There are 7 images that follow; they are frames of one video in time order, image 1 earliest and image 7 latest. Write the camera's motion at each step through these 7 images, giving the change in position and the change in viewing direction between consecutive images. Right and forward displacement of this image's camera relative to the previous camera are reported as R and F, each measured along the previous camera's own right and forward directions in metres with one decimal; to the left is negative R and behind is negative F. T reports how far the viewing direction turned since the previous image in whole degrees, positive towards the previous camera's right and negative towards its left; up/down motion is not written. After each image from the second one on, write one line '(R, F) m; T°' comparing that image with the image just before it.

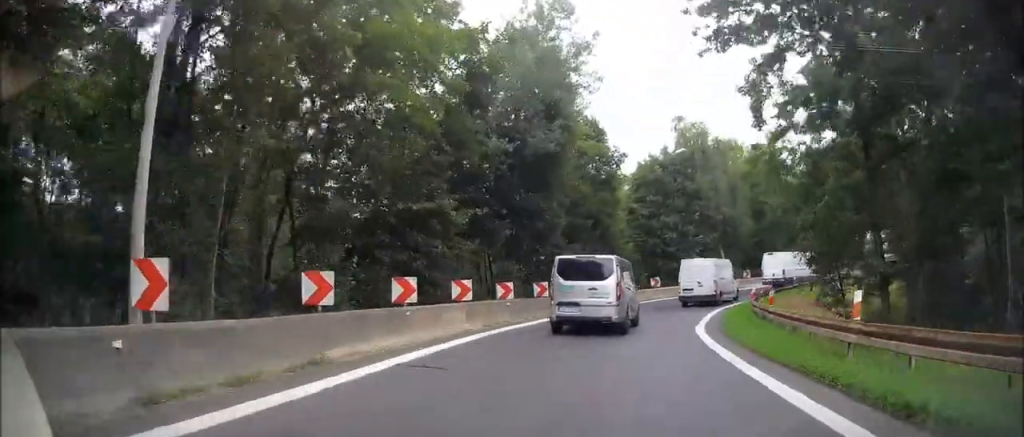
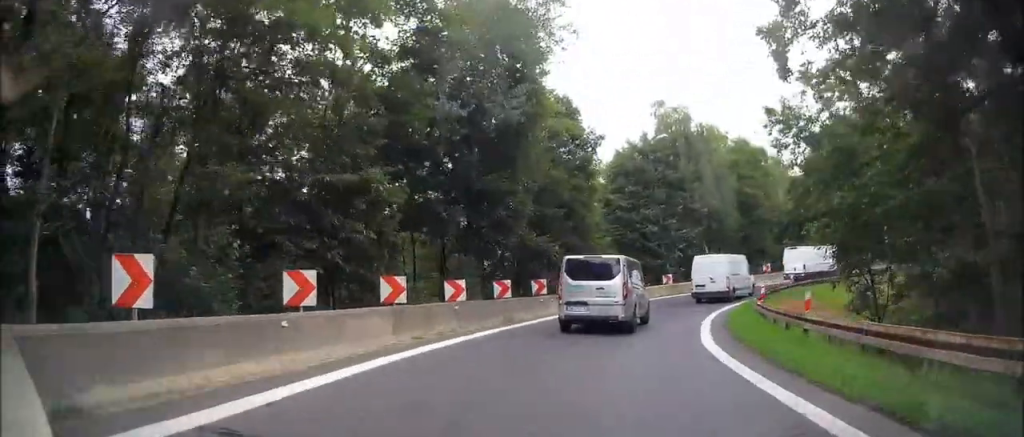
(0.0, +4.5) m; +7°
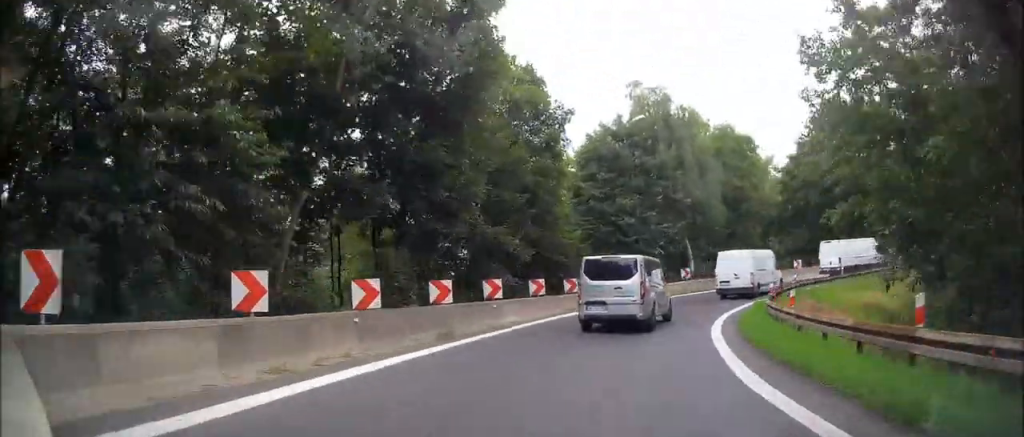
(+0.7, +5.1) m; +6°
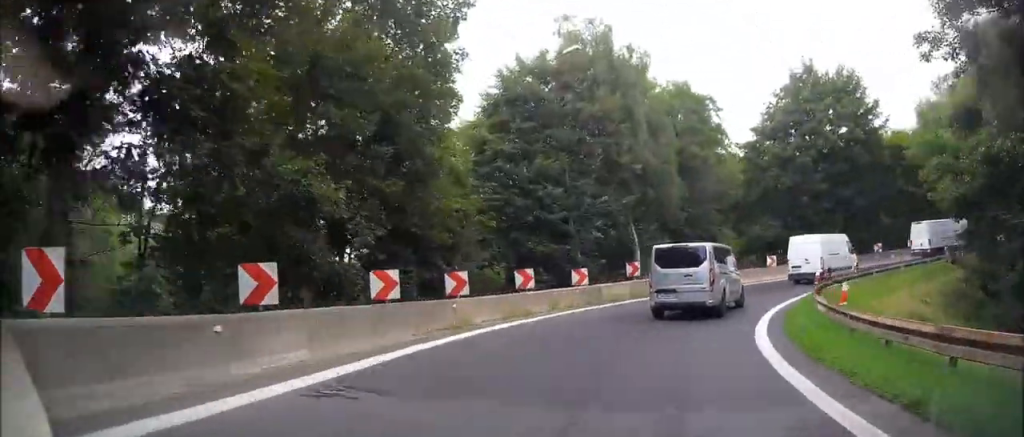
(+0.4, +10.6) m; +2°
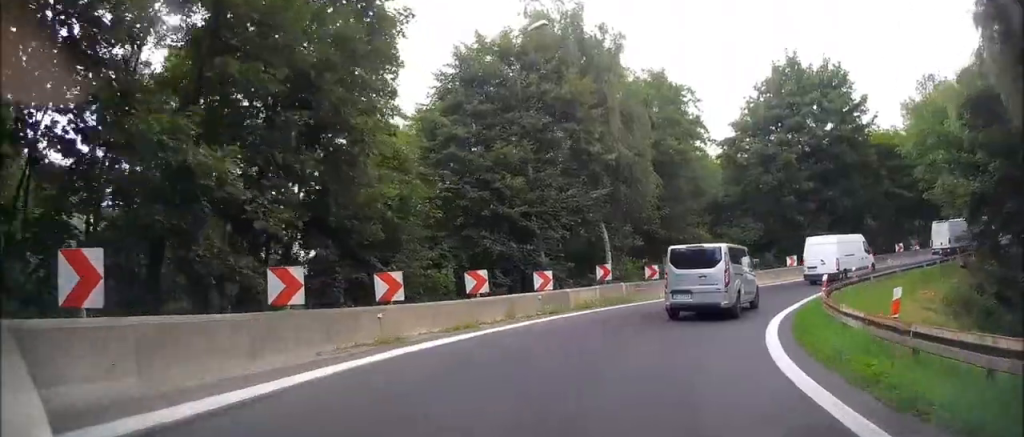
(0.0, +2.9) m; 0°
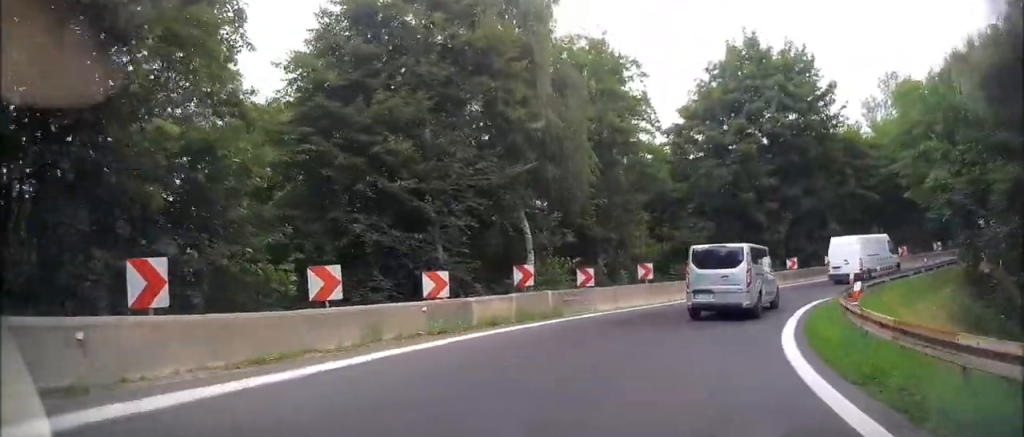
(0.0, +5.4) m; 0°
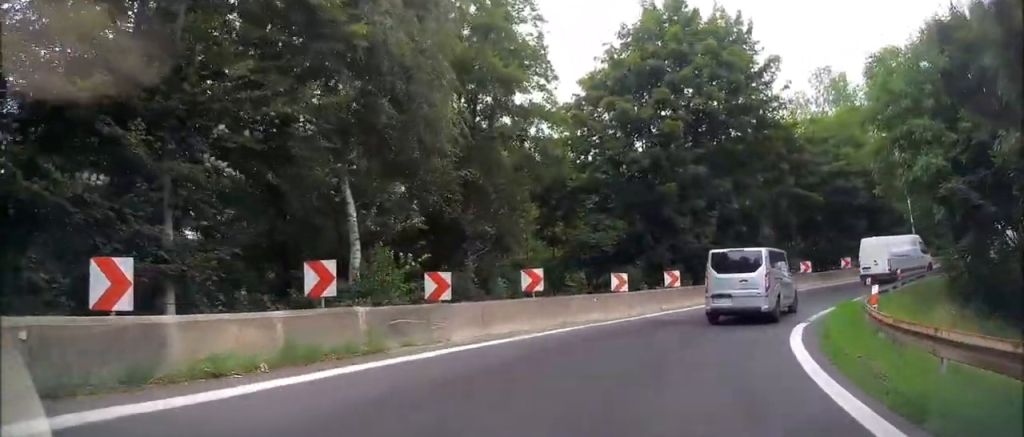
(0.0, +7.4) m; +8°
